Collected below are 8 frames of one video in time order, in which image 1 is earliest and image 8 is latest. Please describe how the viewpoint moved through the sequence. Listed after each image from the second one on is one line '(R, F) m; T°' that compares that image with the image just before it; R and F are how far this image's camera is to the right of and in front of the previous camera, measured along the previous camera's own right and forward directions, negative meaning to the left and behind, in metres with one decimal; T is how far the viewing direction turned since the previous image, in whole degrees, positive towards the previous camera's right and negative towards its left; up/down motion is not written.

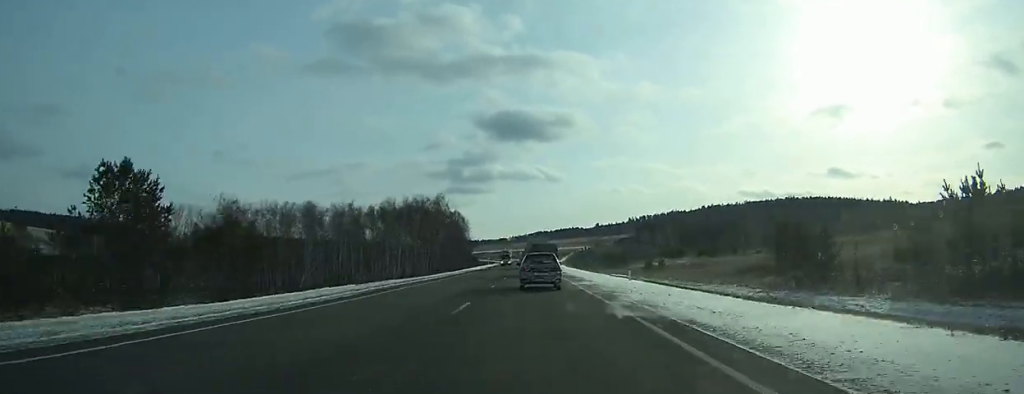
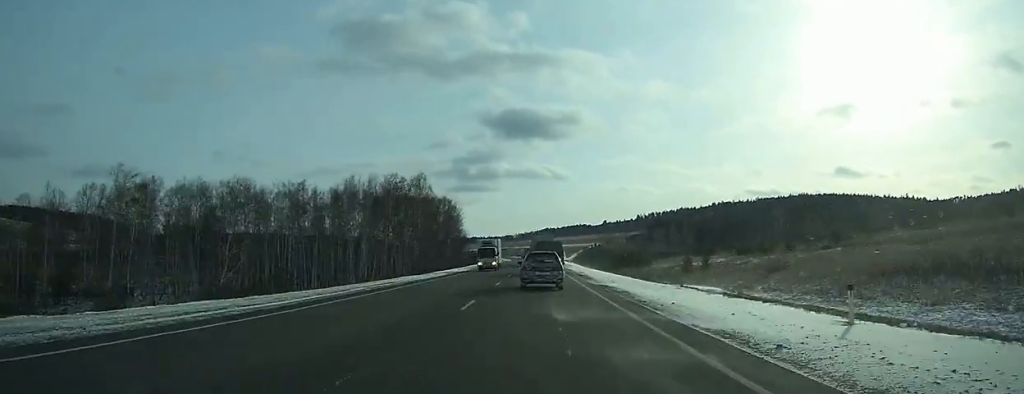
(-0.2, +25.0) m; -1°
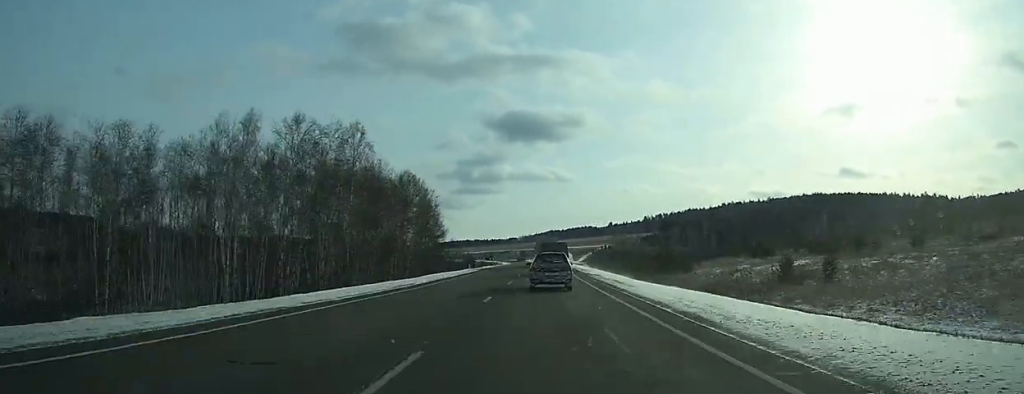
(-0.3, +35.6) m; 0°
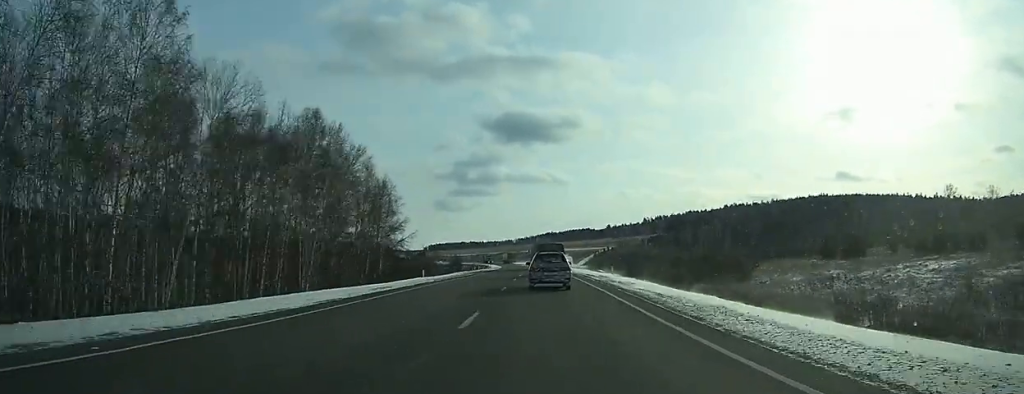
(-0.1, +31.5) m; 0°
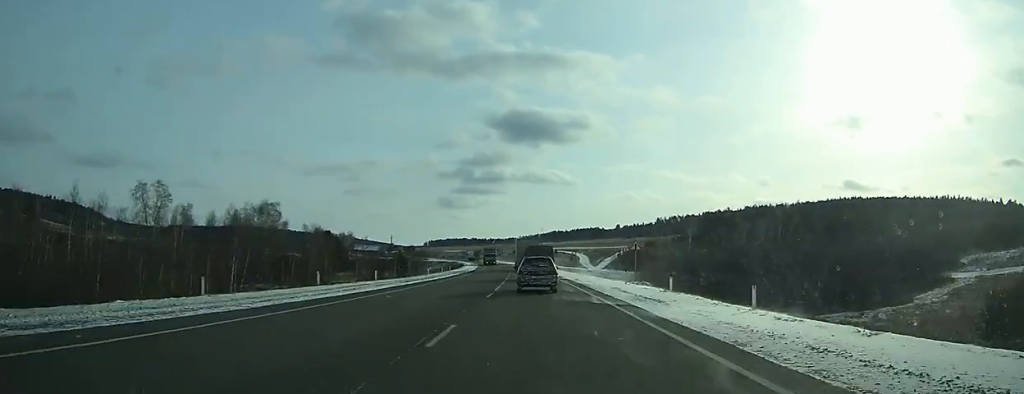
(-0.5, +72.0) m; -1°
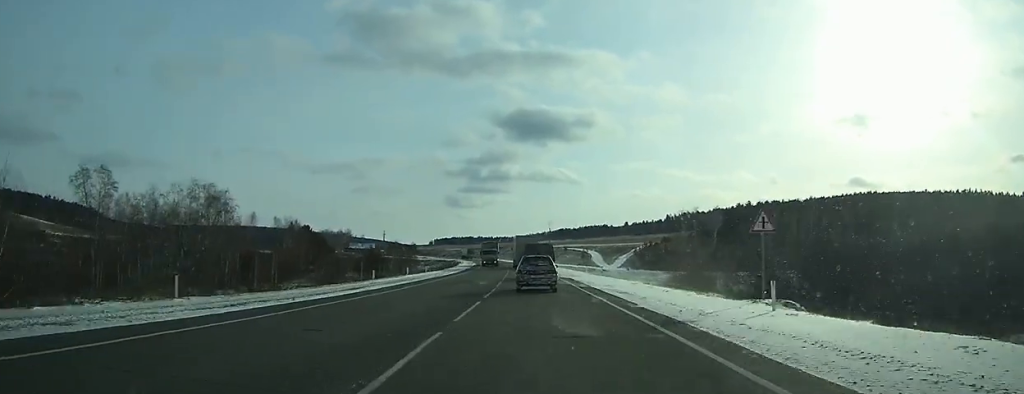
(-0.1, +20.1) m; -1°
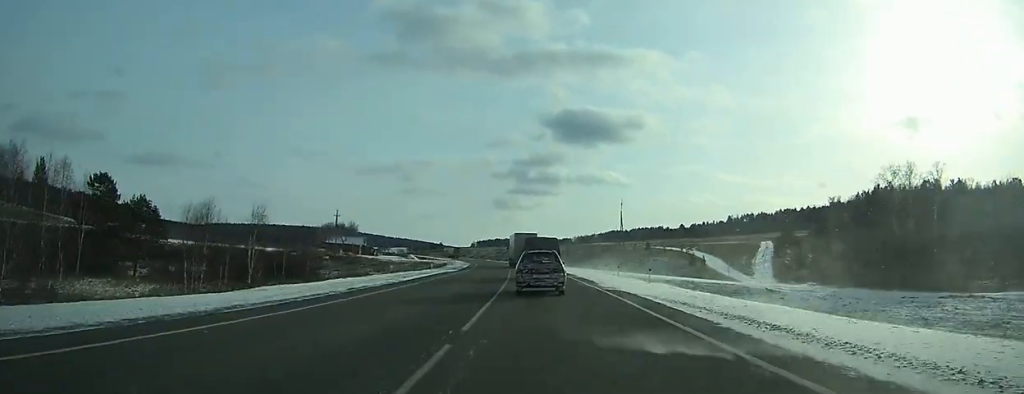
(-2.3, +87.1) m; -4°
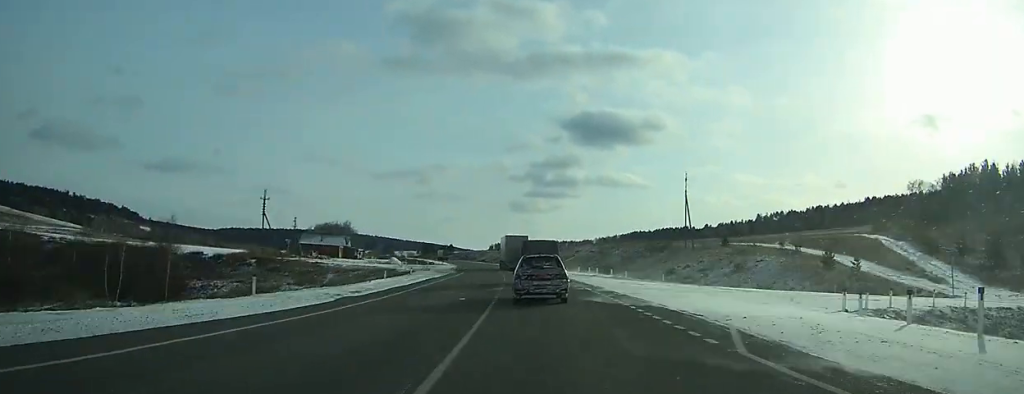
(-0.9, +42.4) m; -2°
